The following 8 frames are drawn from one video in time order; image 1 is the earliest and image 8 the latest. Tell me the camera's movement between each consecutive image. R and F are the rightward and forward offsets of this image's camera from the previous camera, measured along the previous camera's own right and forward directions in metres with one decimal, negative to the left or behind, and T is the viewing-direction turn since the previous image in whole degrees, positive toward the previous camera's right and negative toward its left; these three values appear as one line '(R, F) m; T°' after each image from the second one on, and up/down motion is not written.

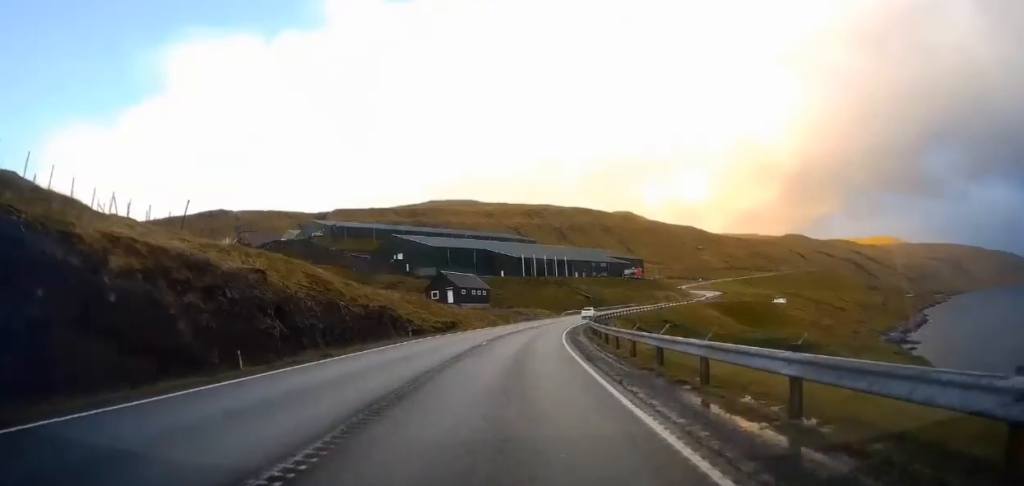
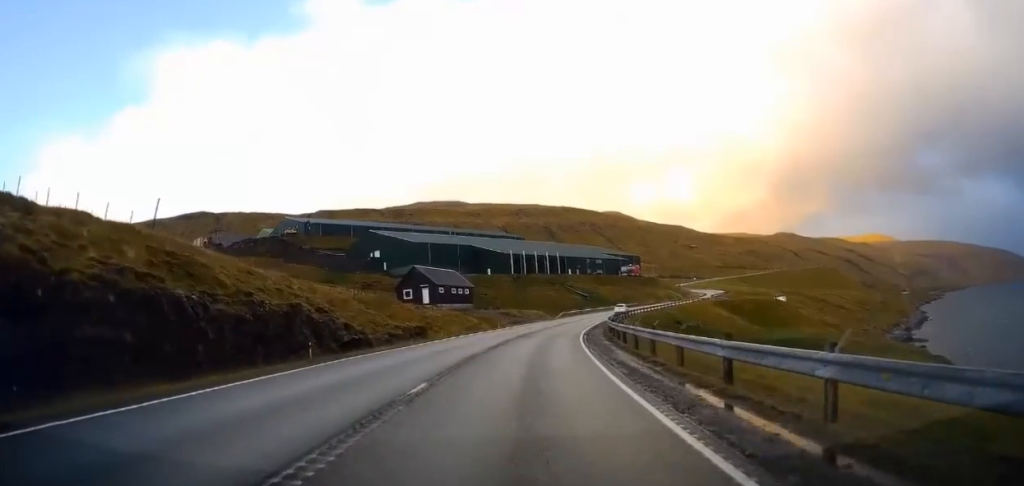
(+0.1, +16.6) m; +2°
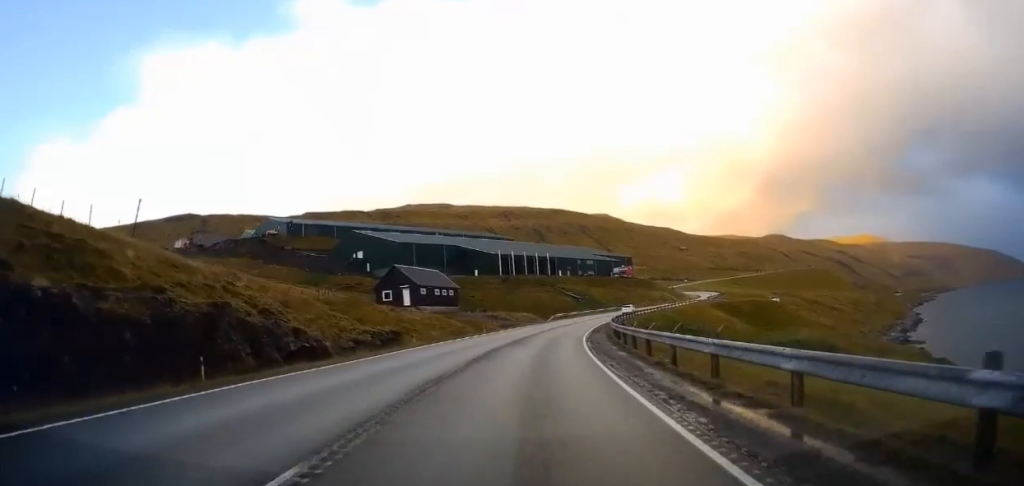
(+0.2, +6.8) m; +1°
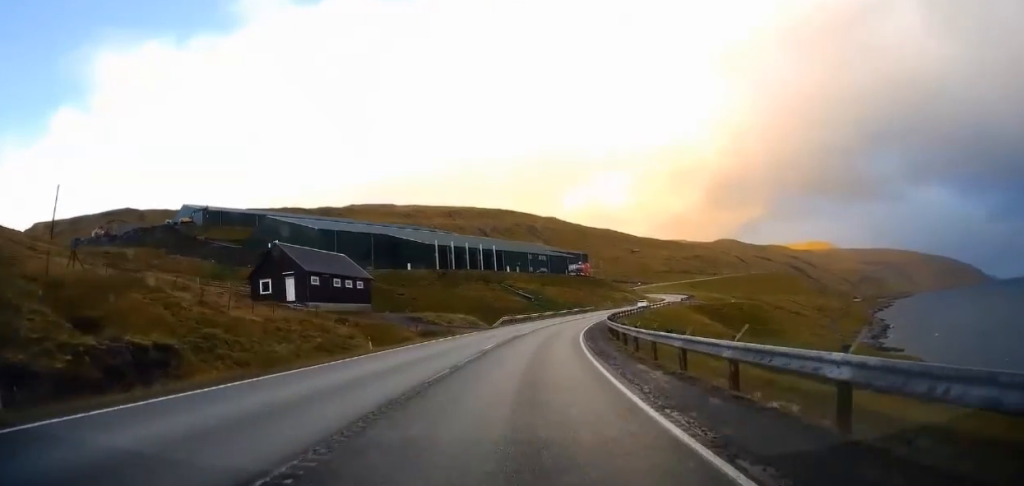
(+0.7, +25.3) m; +4°
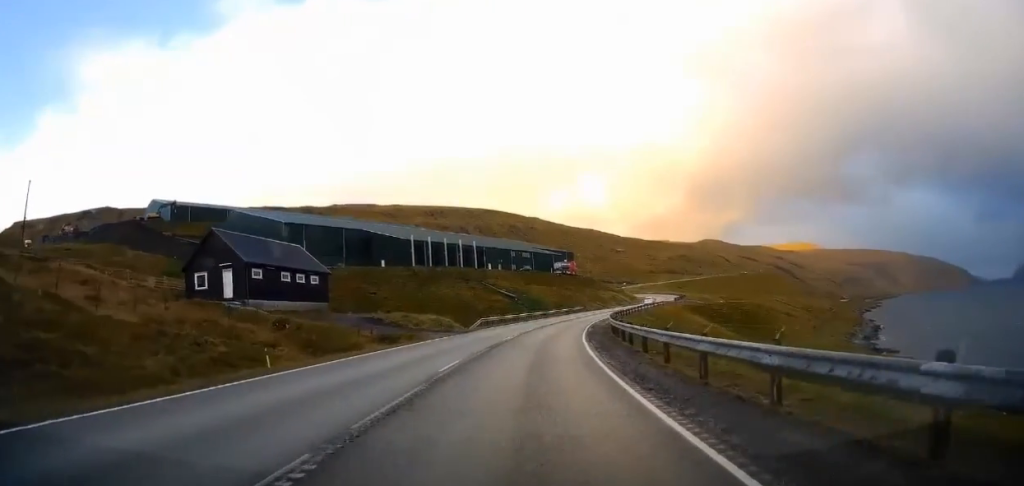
(+0.2, +9.8) m; +3°
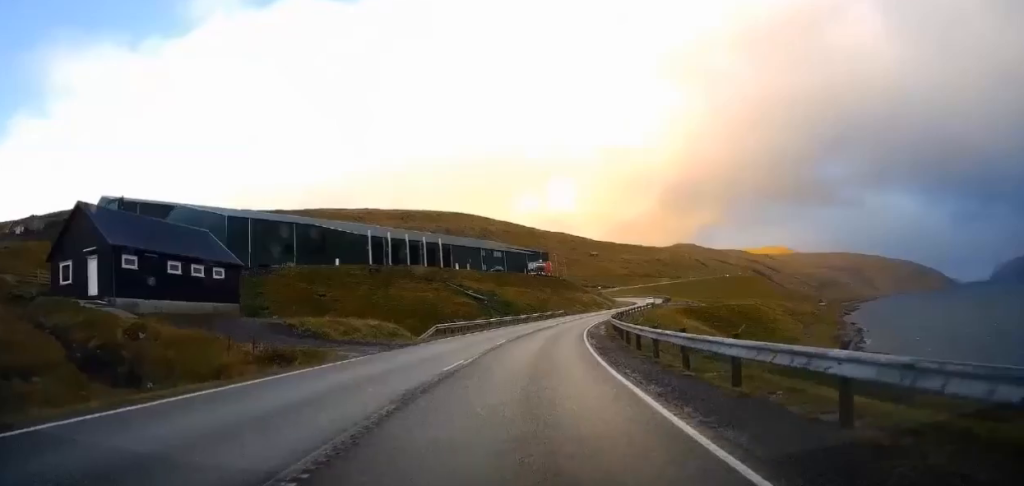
(+0.5, +14.2) m; 0°
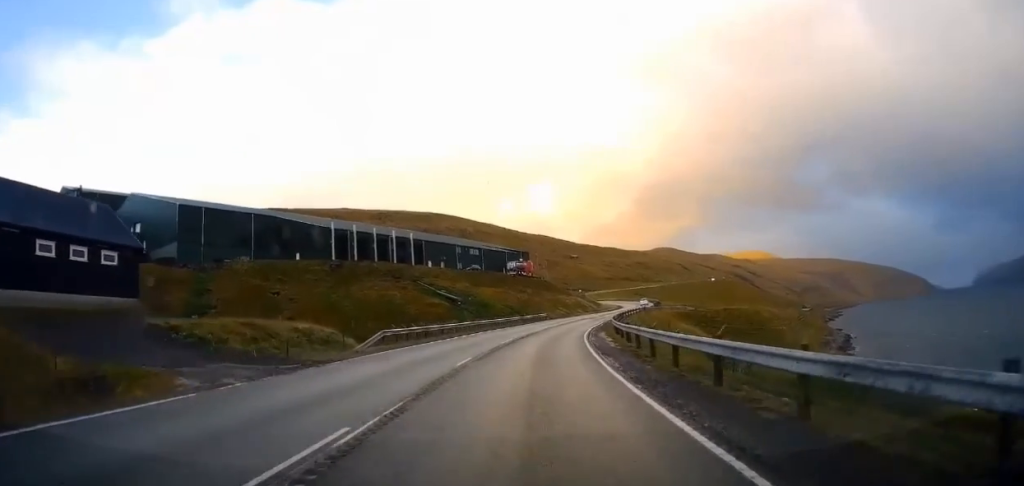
(-0.3, +10.8) m; +1°
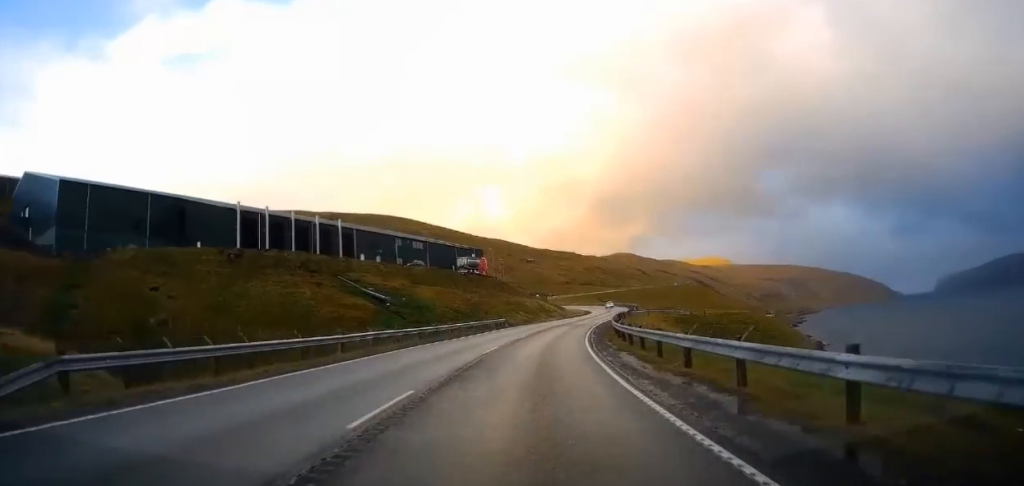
(+1.2, +21.3) m; +7°
